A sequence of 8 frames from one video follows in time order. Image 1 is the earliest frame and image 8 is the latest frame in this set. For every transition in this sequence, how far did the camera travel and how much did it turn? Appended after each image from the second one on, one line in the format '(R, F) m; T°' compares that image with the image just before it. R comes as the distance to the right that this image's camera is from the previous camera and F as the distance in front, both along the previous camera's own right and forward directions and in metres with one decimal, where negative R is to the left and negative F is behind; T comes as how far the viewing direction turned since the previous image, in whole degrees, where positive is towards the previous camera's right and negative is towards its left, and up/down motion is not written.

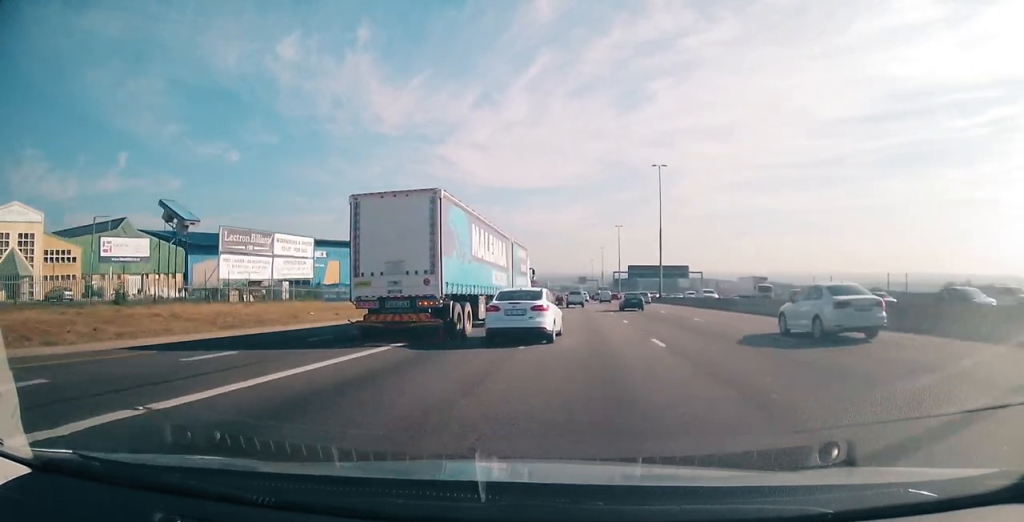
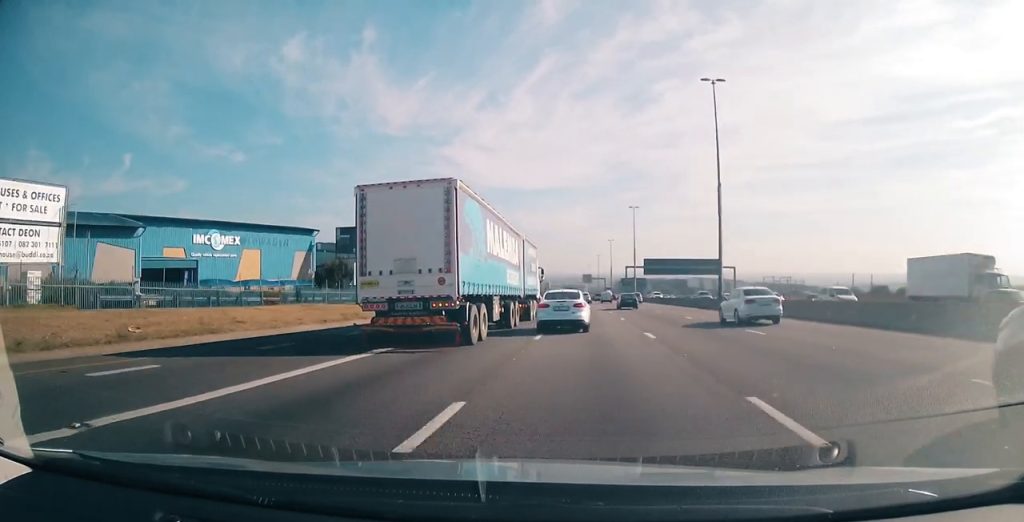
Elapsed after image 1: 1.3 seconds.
(0.0, +33.6) m; -1°
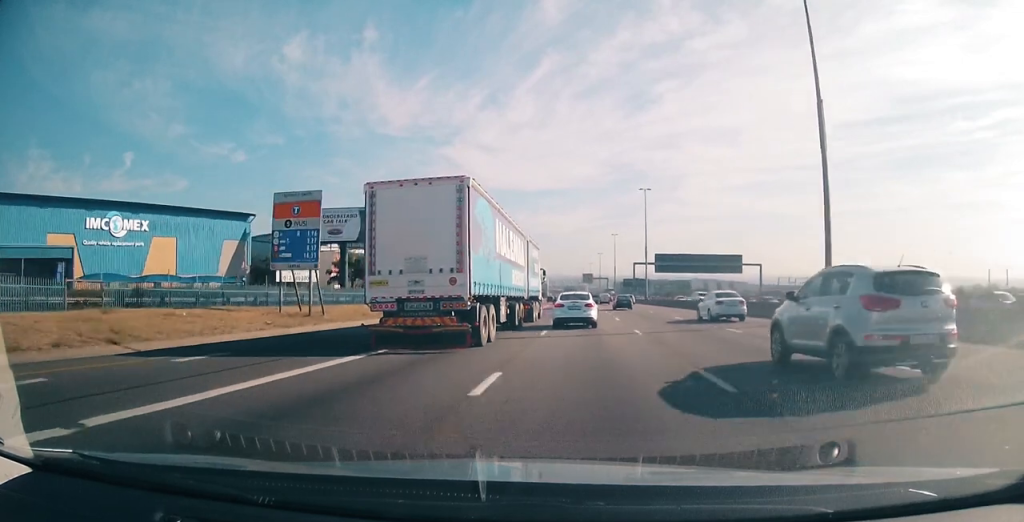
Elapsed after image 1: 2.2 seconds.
(-0.3, +21.1) m; -1°
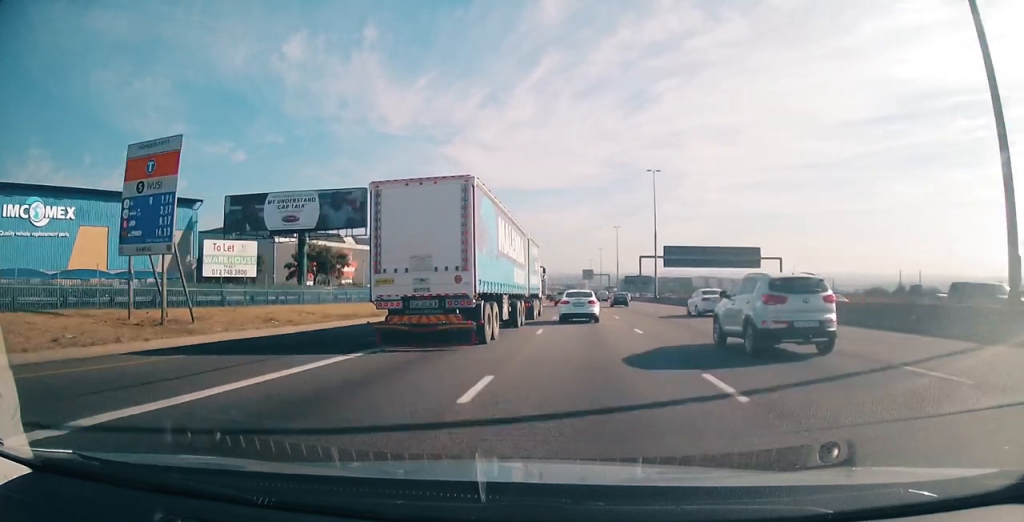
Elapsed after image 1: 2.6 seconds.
(-0.1, +12.0) m; 0°
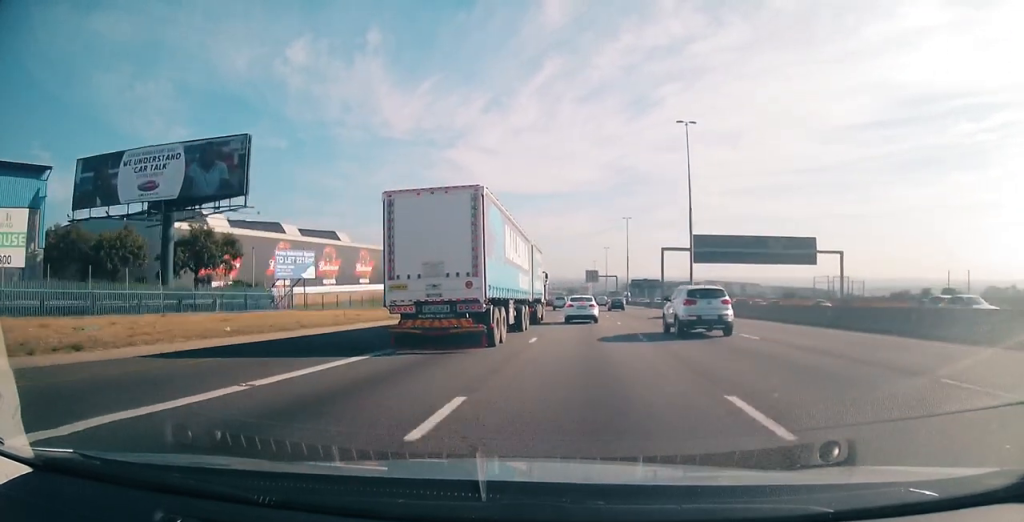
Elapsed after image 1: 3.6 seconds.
(+0.2, +25.5) m; +1°
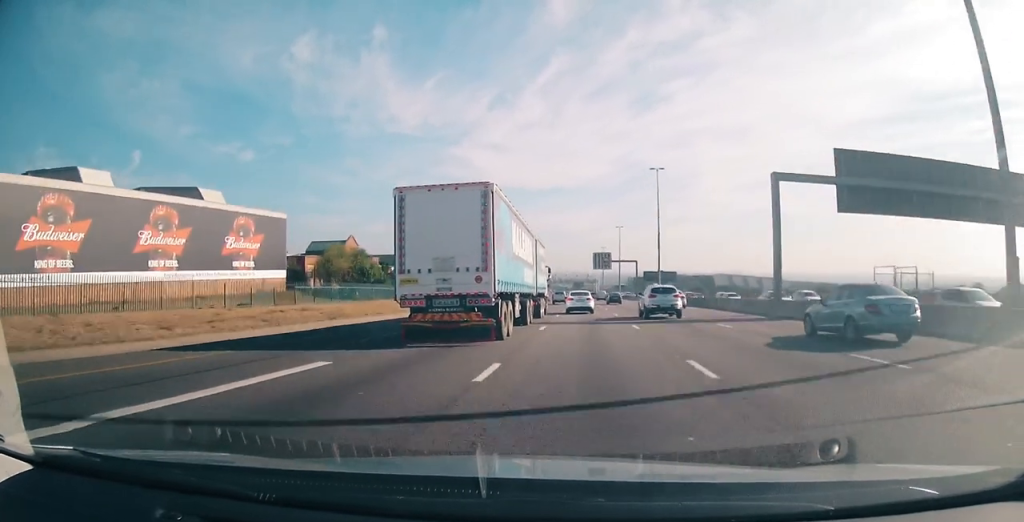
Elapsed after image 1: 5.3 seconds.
(-0.1, +45.0) m; -1°
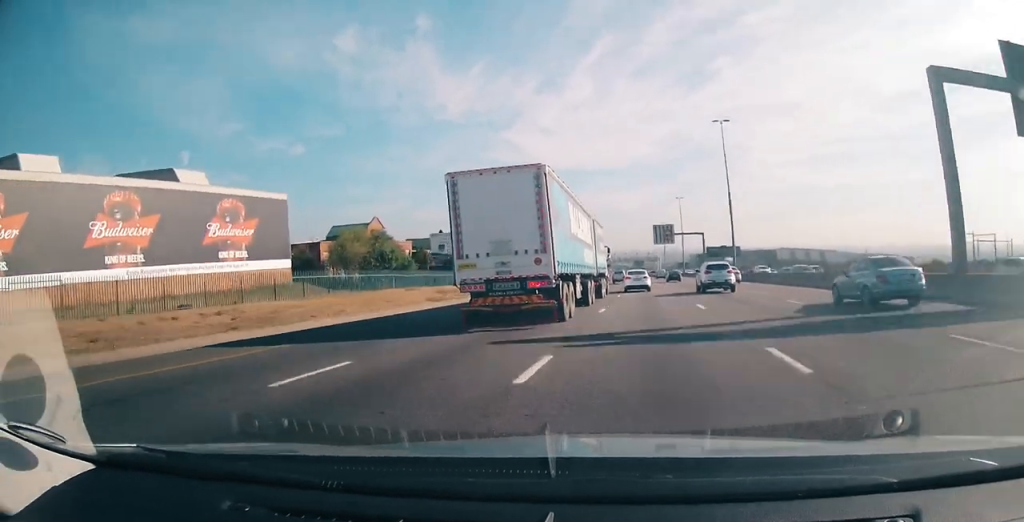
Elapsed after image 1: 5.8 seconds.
(-0.3, +13.3) m; 0°
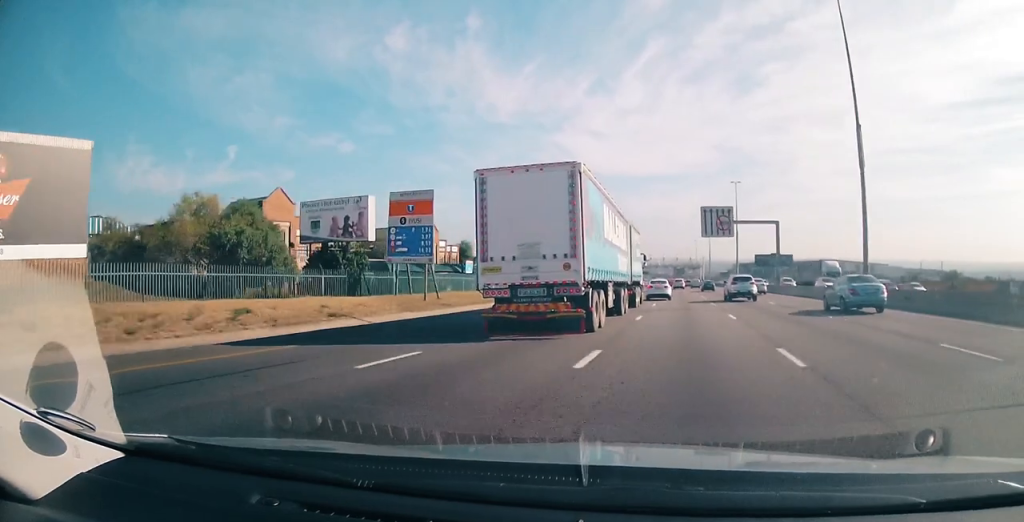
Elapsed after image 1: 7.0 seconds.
(+0.1, +35.1) m; -1°
